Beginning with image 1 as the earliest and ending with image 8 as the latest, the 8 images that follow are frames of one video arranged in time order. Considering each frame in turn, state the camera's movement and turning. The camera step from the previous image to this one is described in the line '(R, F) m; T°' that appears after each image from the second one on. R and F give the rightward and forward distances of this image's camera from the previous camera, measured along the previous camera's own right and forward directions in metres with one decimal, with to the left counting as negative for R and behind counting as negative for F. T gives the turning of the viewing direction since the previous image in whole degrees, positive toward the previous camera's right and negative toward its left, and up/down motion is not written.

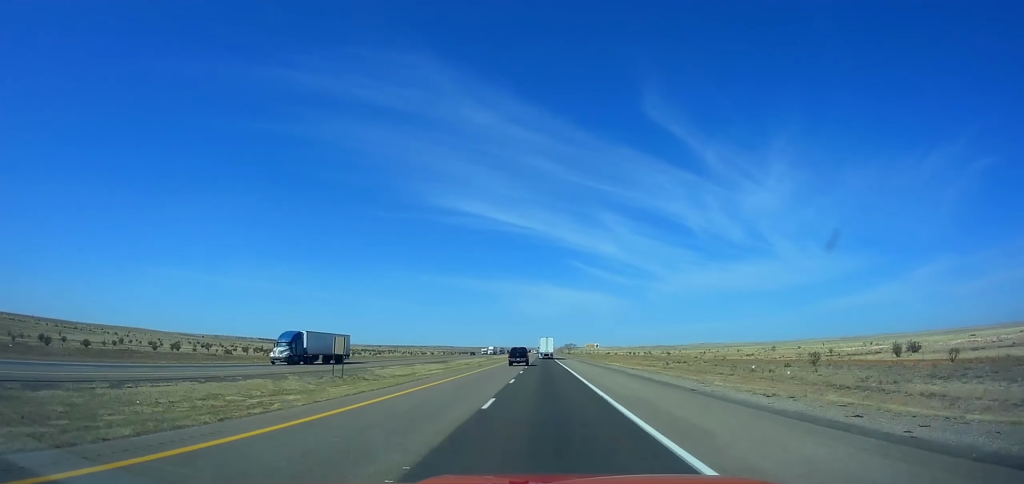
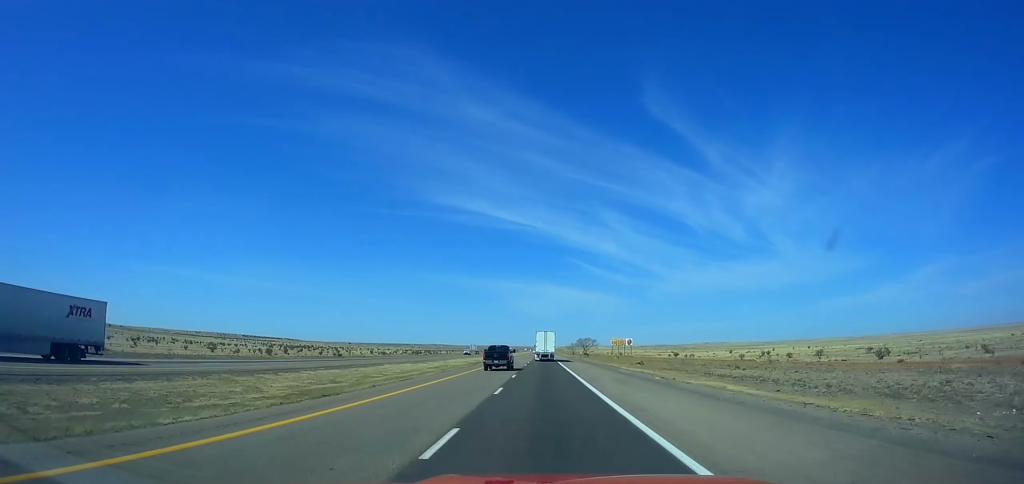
(-1.7, +200.2) m; 0°
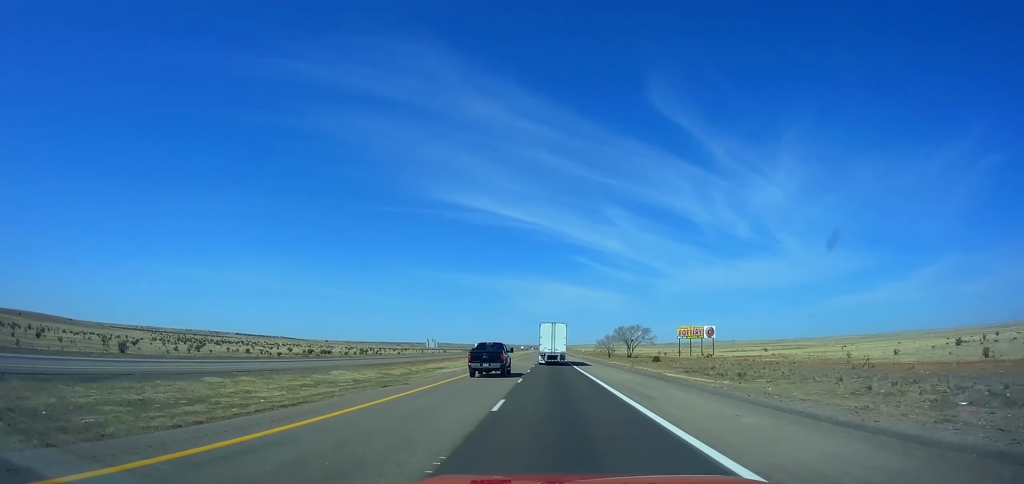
(+0.4, +149.0) m; 0°
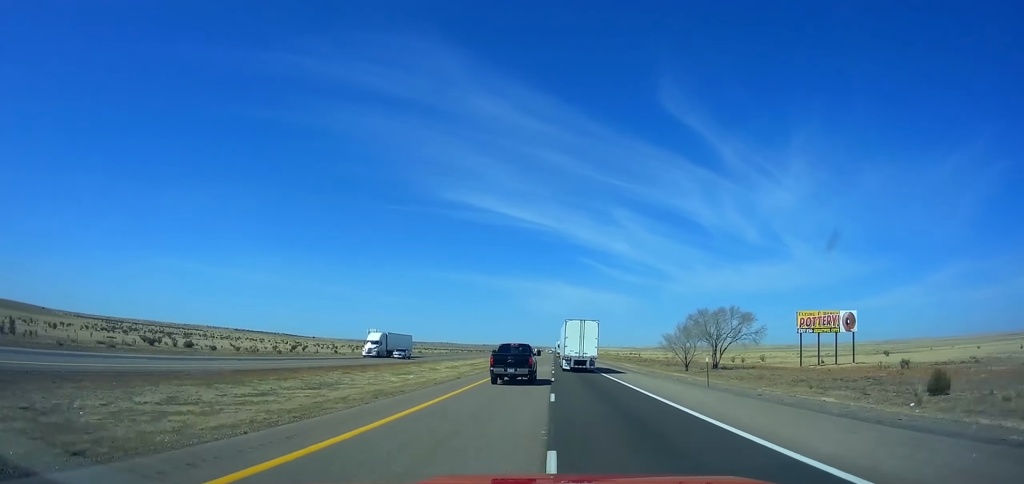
(-0.4, +80.8) m; 0°
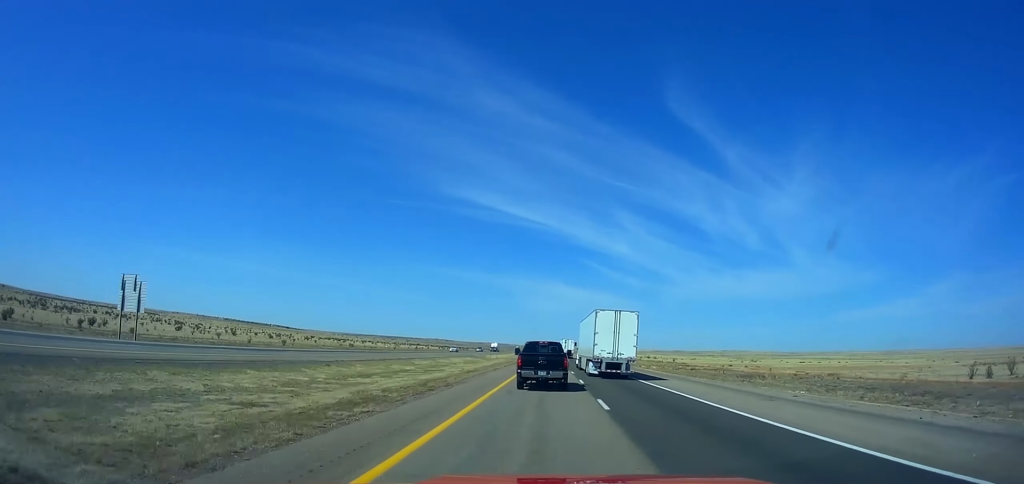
(-0.2, +86.8) m; 0°
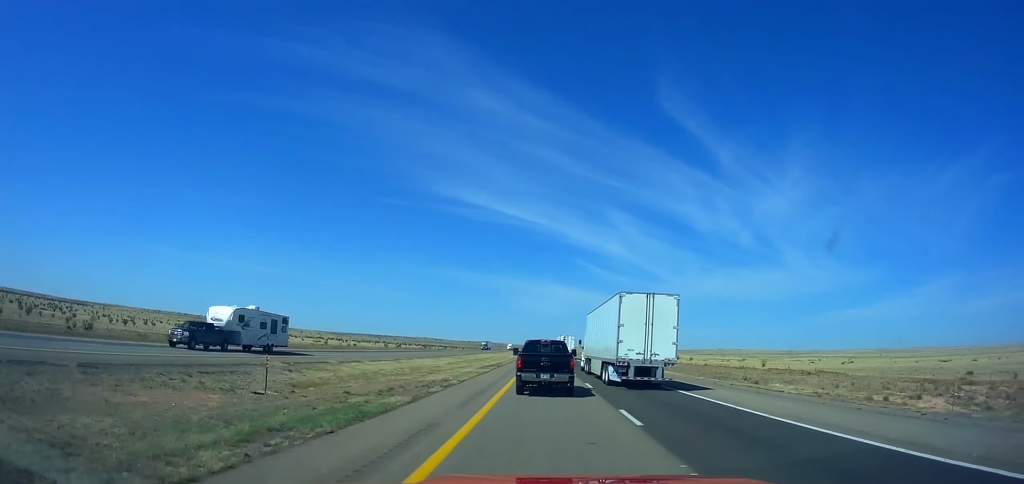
(-0.1, +99.5) m; 0°
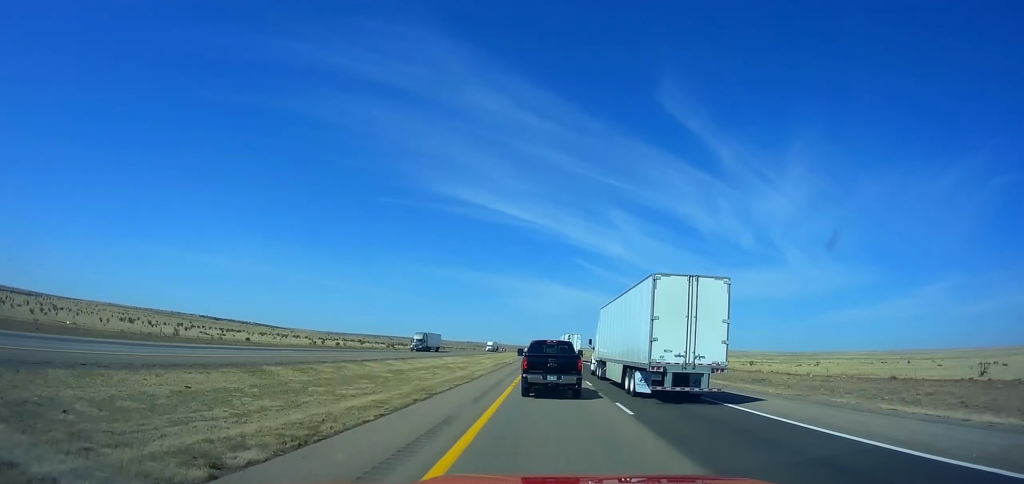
(-0.1, +71.1) m; 0°
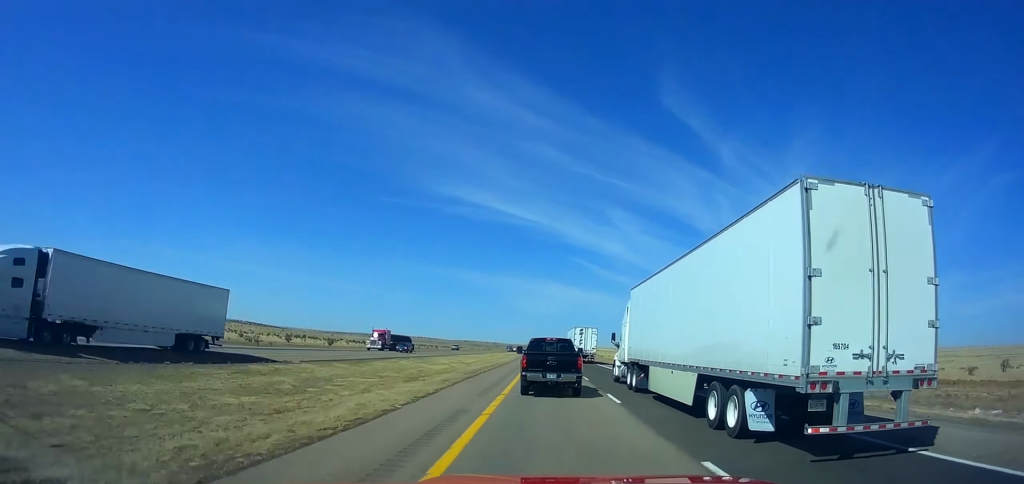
(+0.7, +107.5) m; +1°
